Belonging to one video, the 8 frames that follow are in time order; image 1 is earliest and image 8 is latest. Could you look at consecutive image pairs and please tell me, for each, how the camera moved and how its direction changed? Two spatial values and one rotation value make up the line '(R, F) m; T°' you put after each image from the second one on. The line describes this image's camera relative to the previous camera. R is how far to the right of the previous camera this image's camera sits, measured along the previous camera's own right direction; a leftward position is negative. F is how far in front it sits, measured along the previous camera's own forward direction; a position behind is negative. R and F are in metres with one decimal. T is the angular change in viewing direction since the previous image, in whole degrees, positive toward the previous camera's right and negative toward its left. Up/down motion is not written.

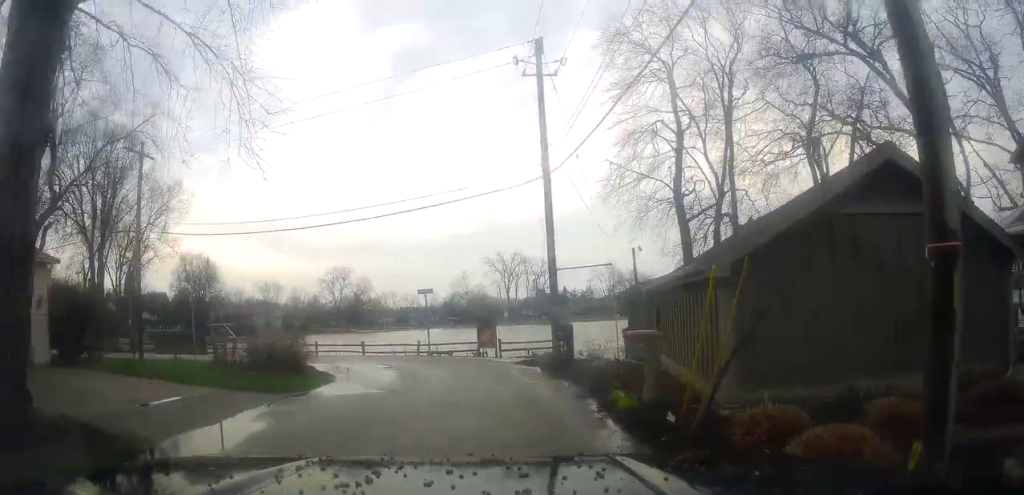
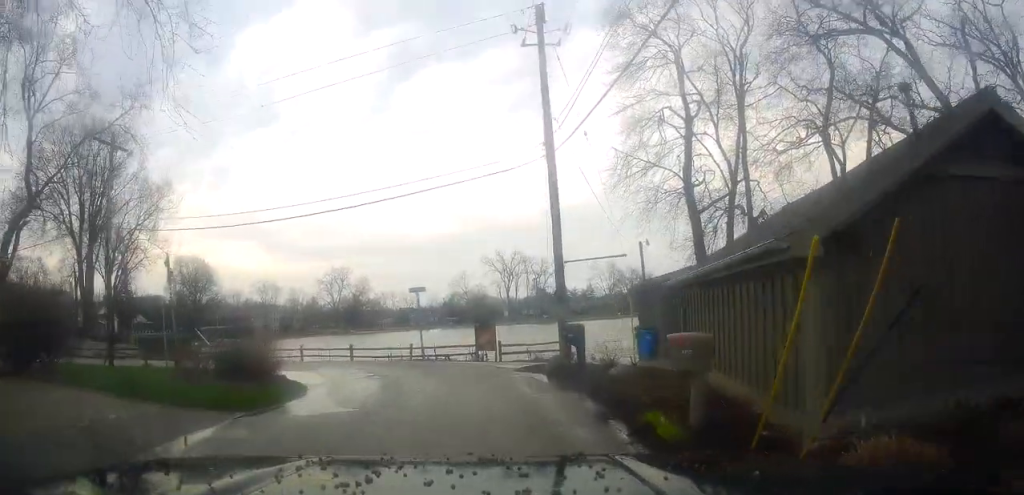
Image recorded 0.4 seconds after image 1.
(+0.2, +2.6) m; +1°
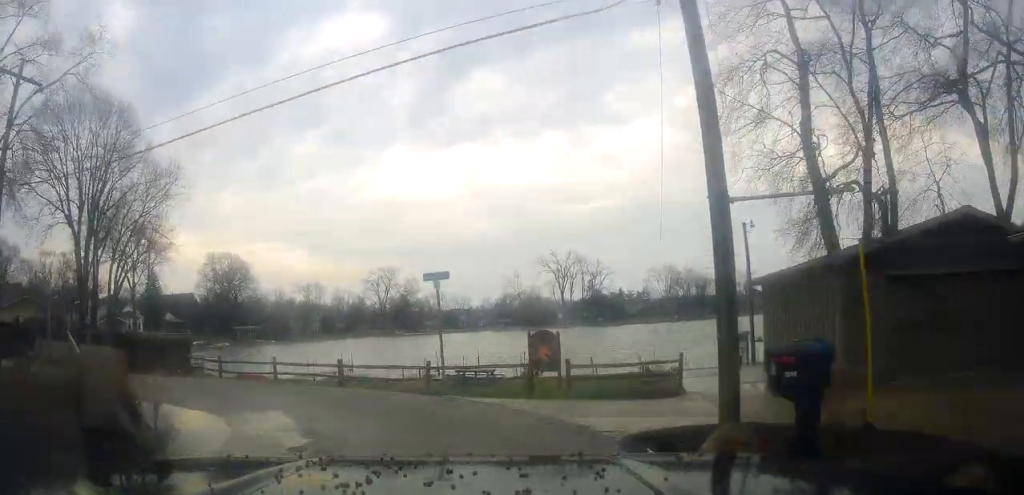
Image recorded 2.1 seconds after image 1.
(+0.3, +10.0) m; +3°
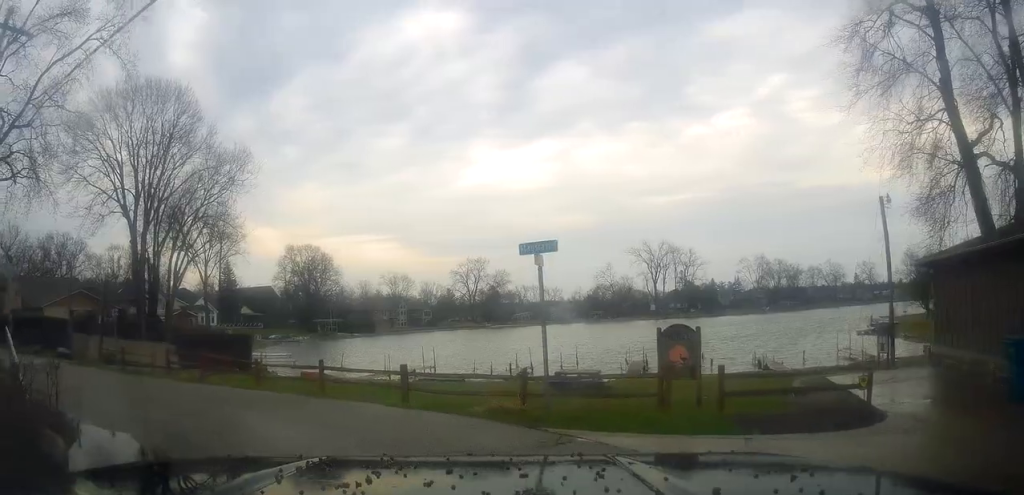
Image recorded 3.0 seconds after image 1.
(+0.2, +5.0) m; -8°
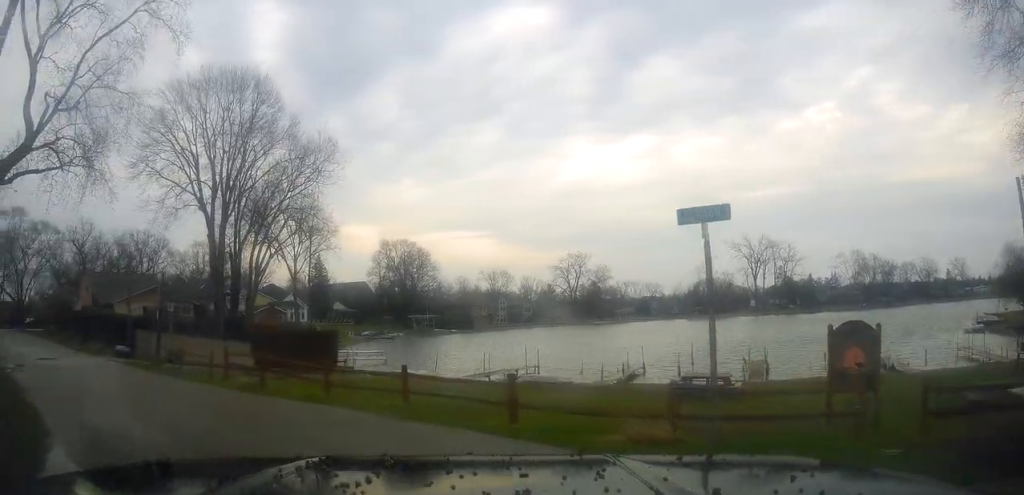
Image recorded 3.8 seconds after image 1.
(-0.7, +3.2) m; -13°
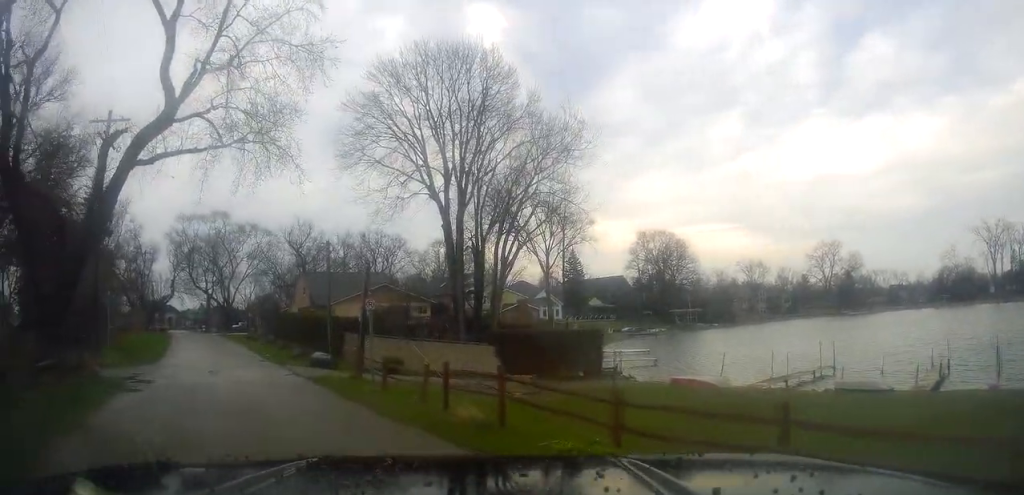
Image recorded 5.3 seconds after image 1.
(-1.5, +6.4) m; -27°
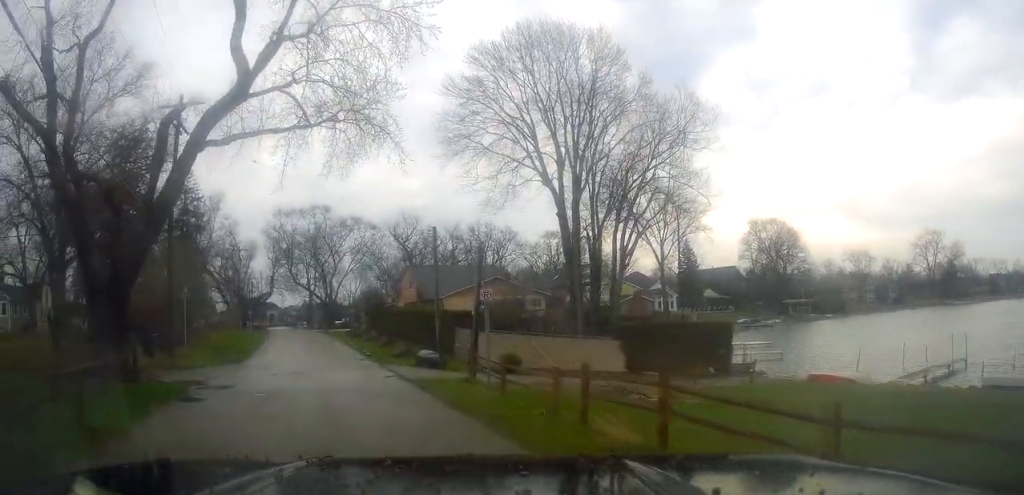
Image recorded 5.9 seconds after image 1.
(-0.4, +2.6) m; -10°
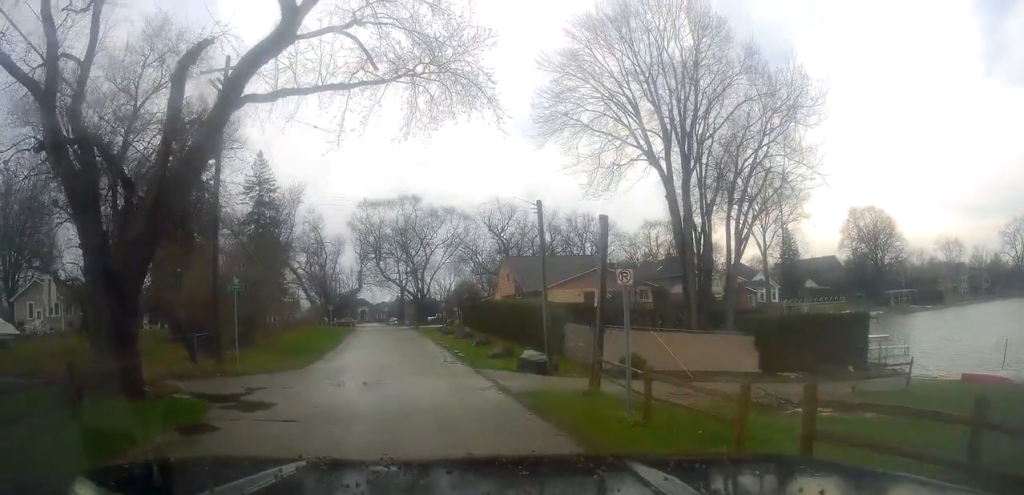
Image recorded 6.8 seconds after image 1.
(-0.2, +4.3) m; -4°
